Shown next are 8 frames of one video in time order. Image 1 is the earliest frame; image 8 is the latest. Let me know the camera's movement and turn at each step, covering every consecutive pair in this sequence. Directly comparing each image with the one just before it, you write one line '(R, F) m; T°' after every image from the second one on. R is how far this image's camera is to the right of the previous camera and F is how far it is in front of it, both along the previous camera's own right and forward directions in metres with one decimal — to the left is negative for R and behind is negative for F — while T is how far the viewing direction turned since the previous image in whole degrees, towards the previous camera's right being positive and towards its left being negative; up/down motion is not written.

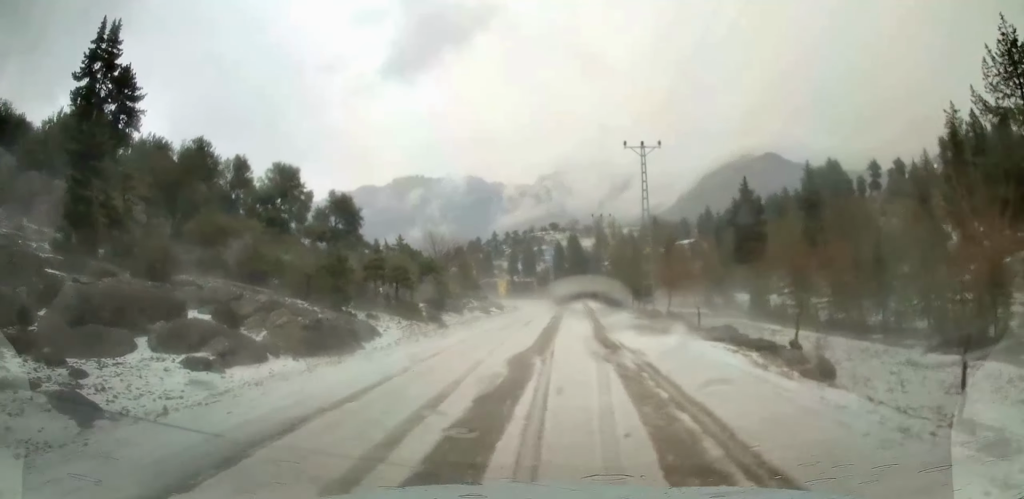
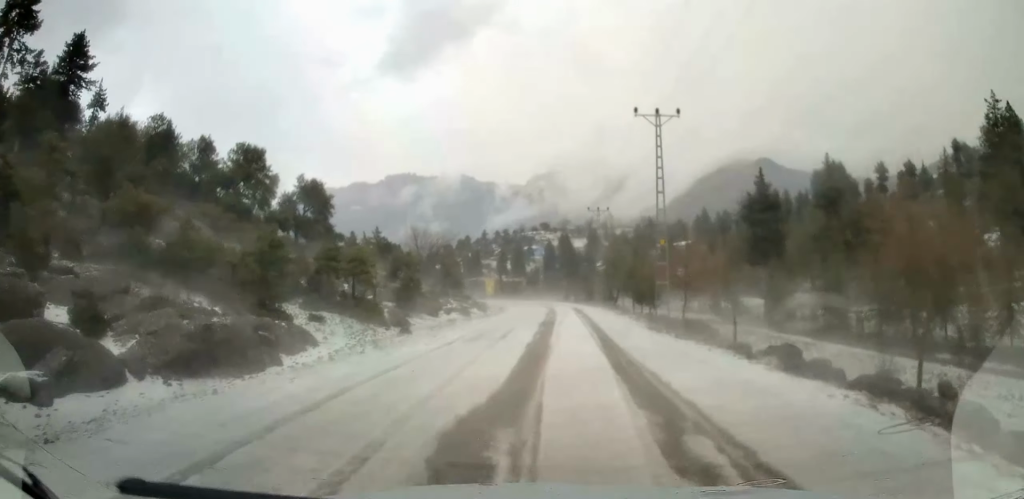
(+0.1, +7.1) m; +3°
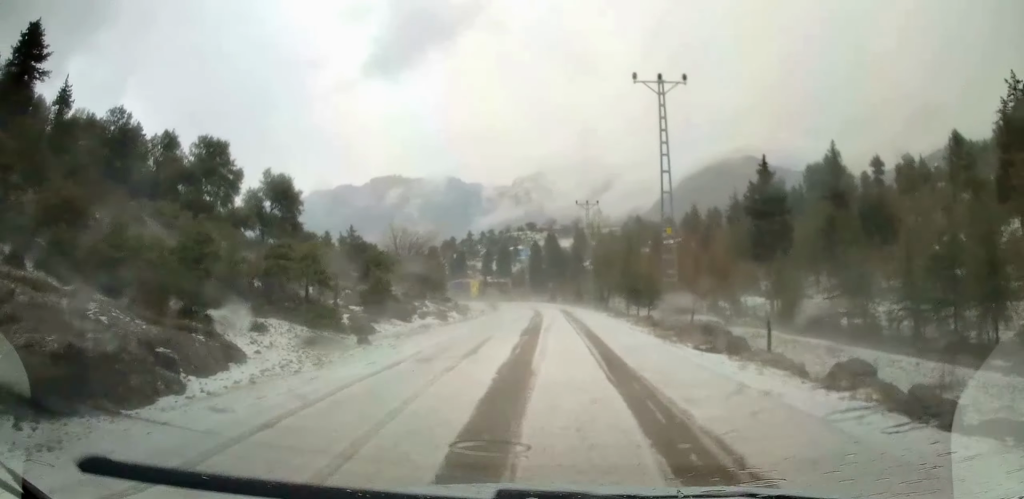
(+0.1, +4.7) m; +1°
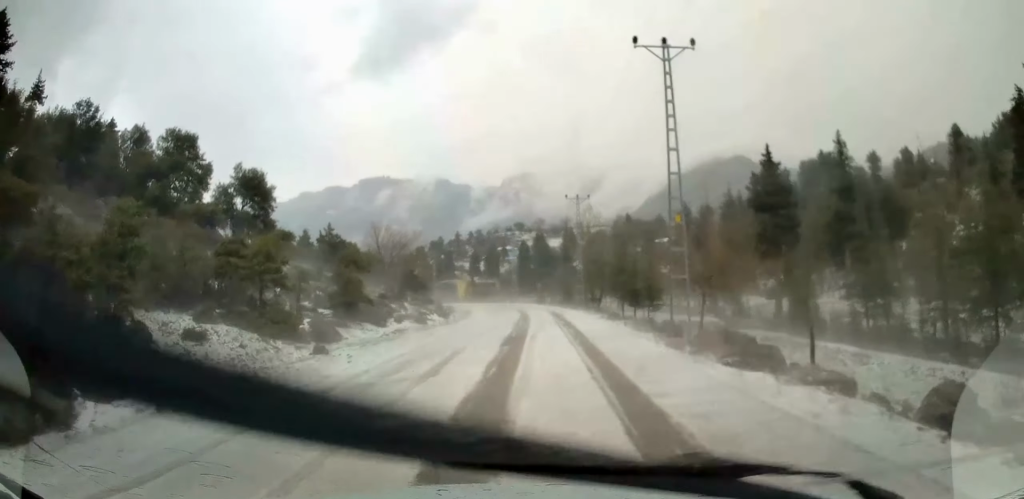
(+0.1, +3.6) m; 0°
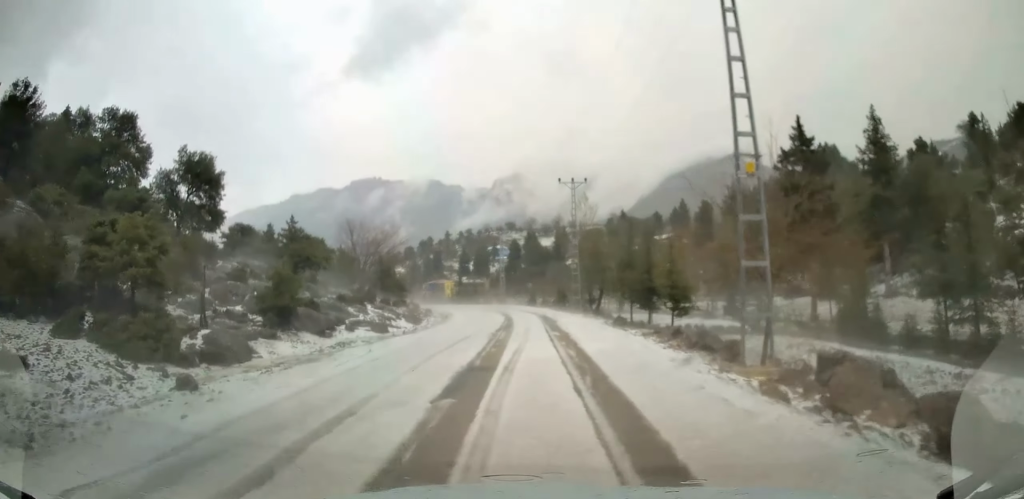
(-0.1, +8.1) m; 0°
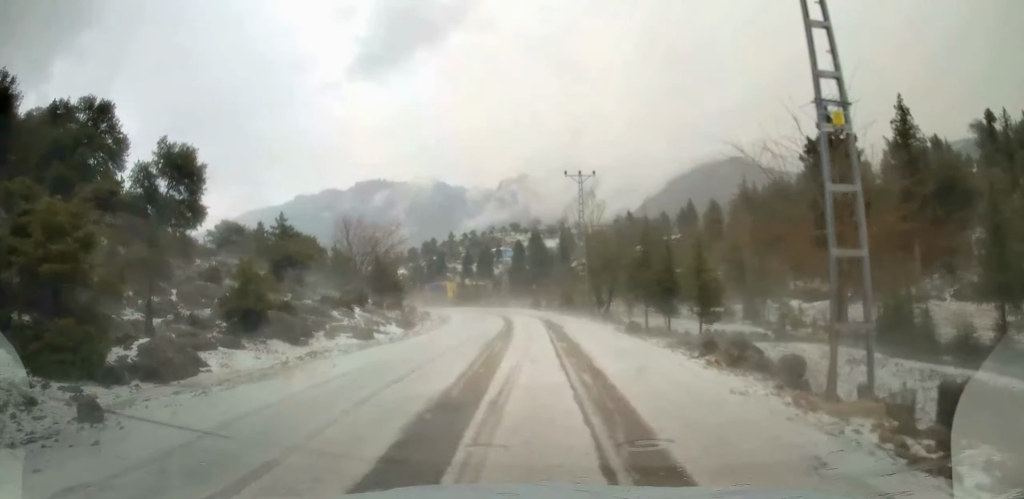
(+0.1, +3.7) m; 0°
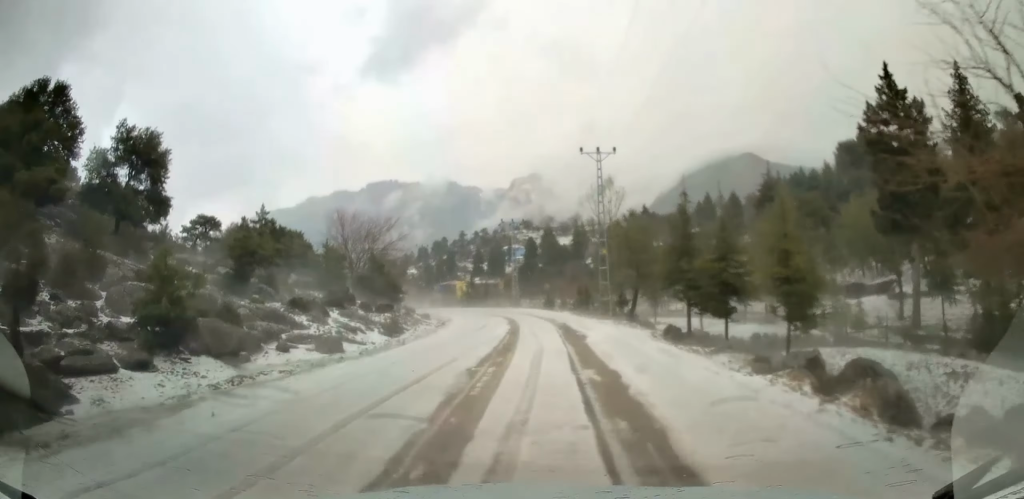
(-0.2, +6.5) m; -2°
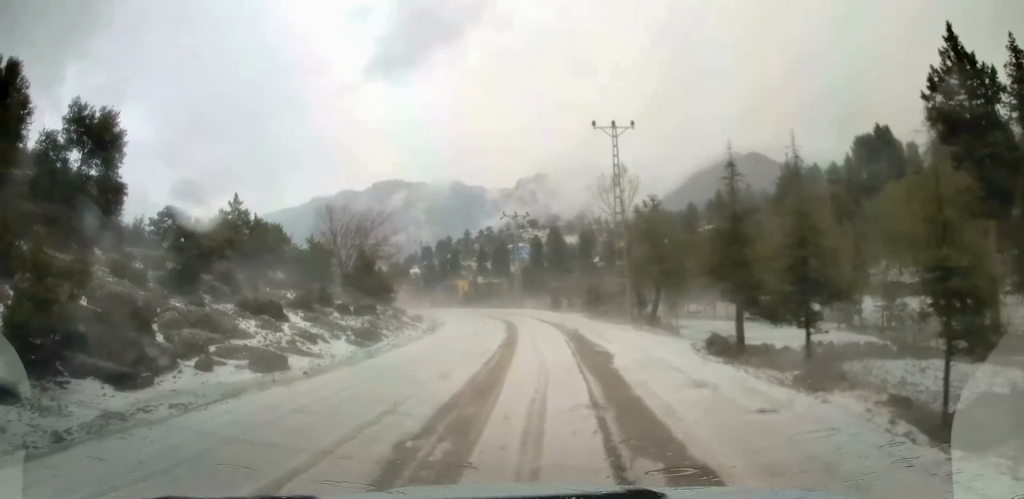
(0.0, +5.7) m; -1°
